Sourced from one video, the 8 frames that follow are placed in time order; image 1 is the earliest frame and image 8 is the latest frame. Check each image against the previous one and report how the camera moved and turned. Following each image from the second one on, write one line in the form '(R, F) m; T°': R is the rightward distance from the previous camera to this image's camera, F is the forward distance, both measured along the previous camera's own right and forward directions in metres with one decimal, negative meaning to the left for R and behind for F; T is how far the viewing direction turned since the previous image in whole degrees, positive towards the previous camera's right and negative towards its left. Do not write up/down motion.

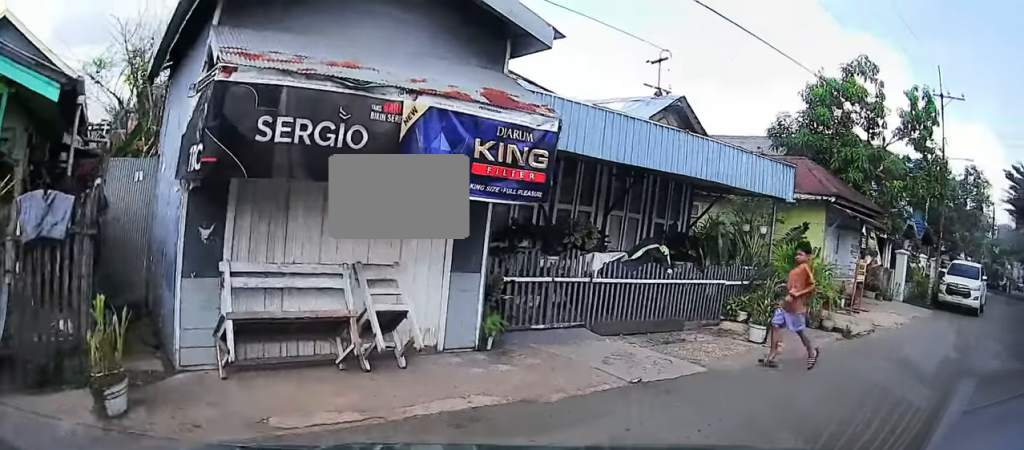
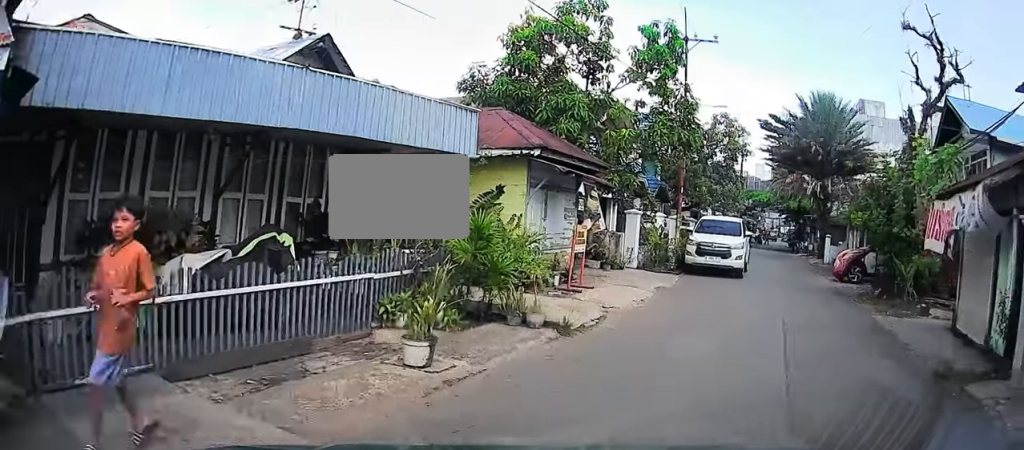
(+0.8, +2.5) m; +19°
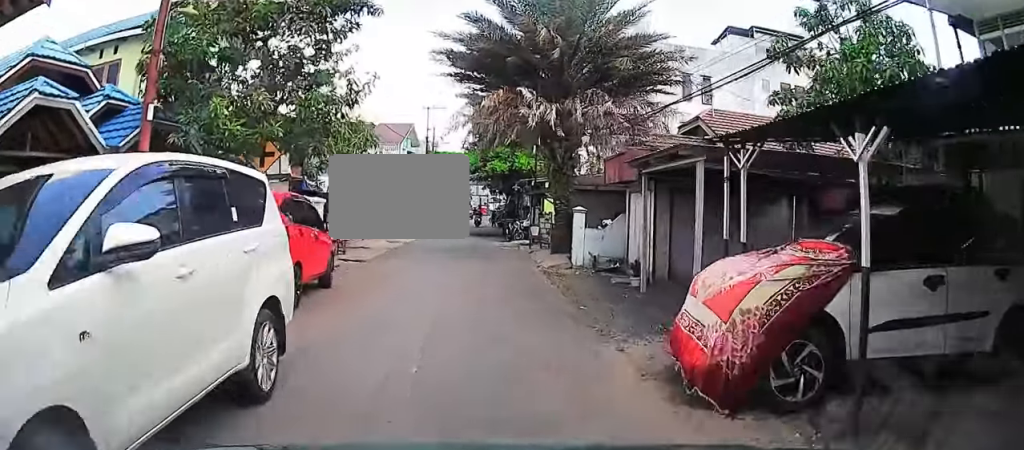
(+0.2, +12.1) m; 0°
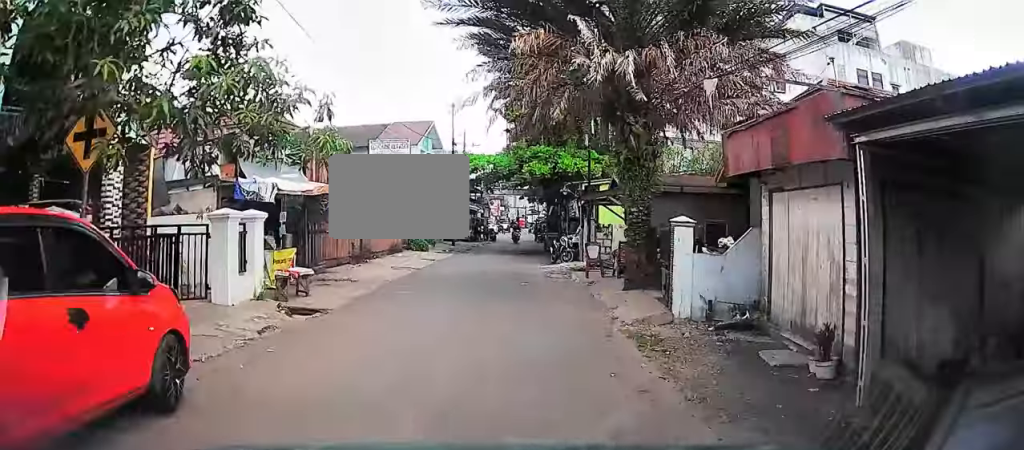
(0.0, +5.5) m; 0°
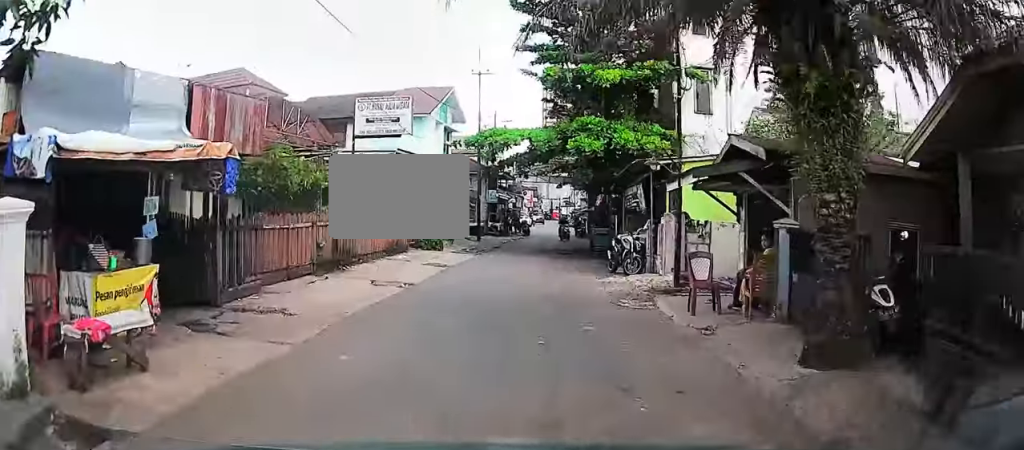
(0.0, +5.8) m; 0°
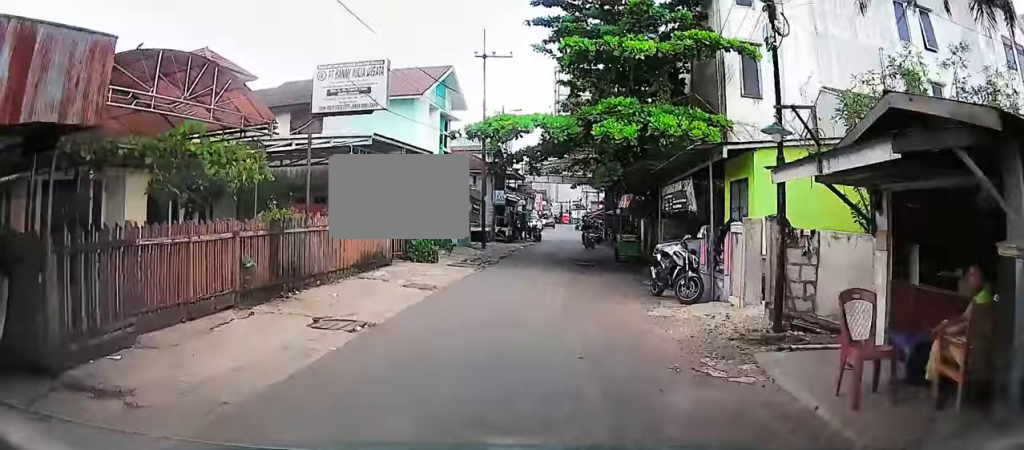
(0.0, +3.3) m; +1°
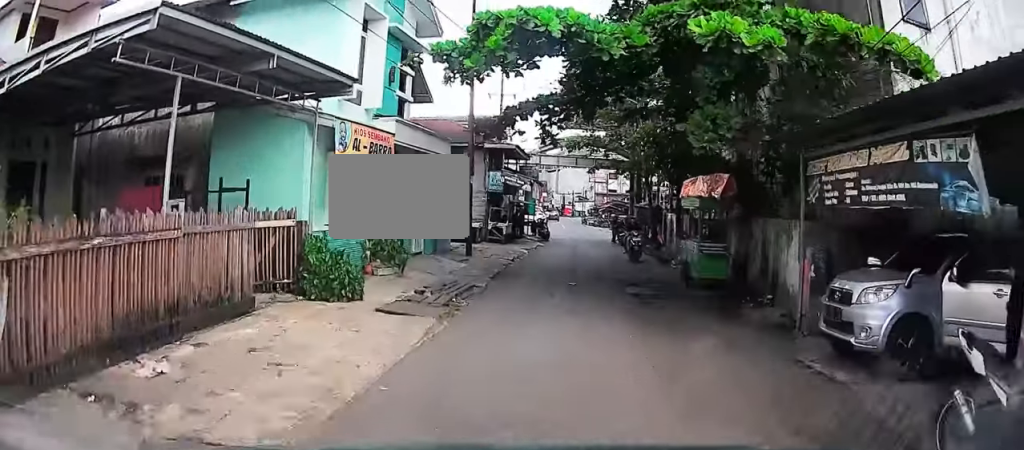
(+0.2, +8.3) m; +2°
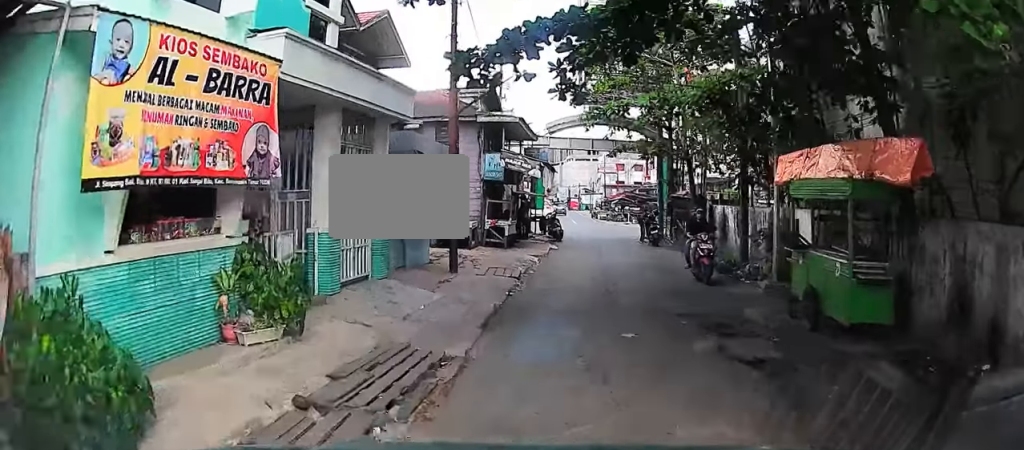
(+0.1, +6.5) m; +2°
